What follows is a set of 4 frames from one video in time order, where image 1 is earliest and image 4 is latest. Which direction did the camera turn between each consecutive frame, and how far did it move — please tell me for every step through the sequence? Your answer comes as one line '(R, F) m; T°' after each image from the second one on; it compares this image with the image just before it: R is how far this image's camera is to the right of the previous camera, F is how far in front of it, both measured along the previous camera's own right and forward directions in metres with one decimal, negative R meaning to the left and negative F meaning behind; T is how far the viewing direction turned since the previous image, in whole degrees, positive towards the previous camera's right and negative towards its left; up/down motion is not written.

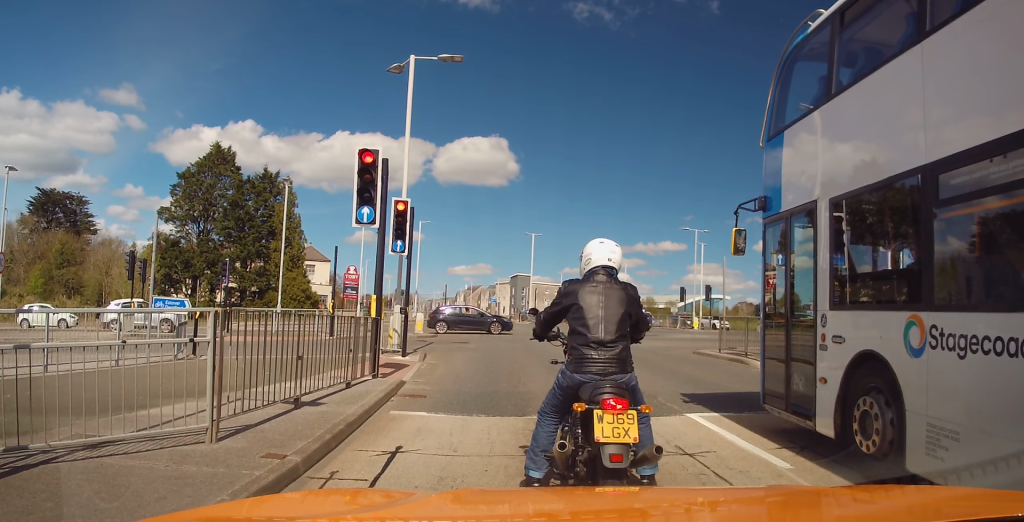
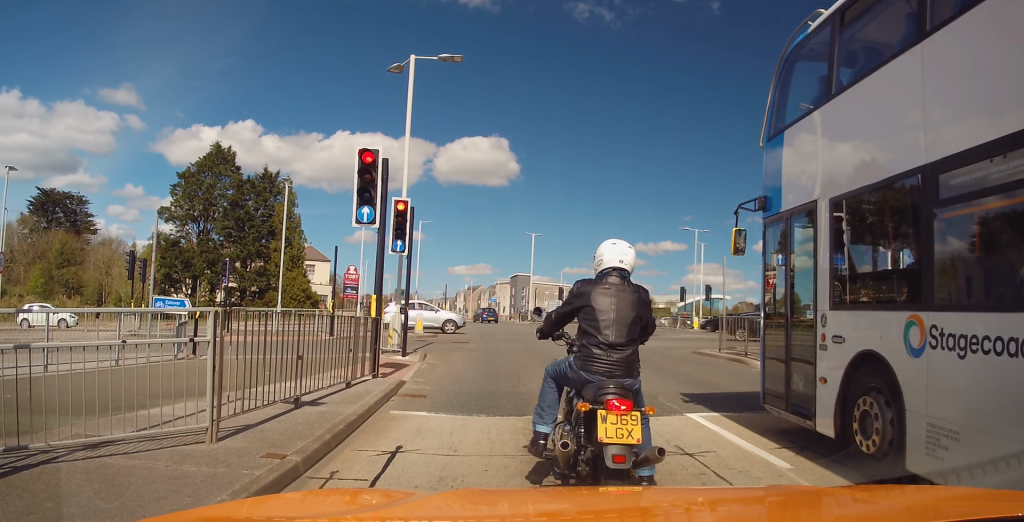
(0.0, 0.0) m; 0°
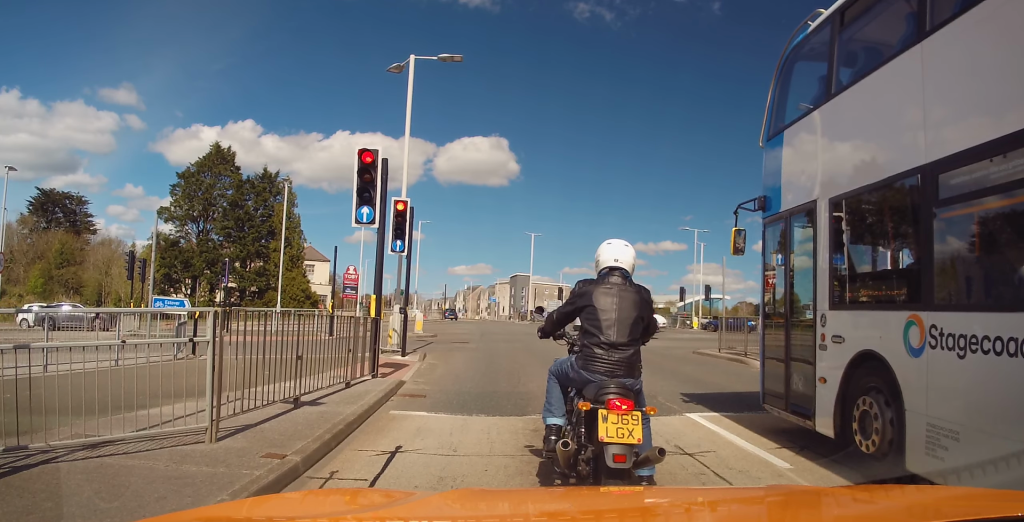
(0.0, 0.0) m; 0°
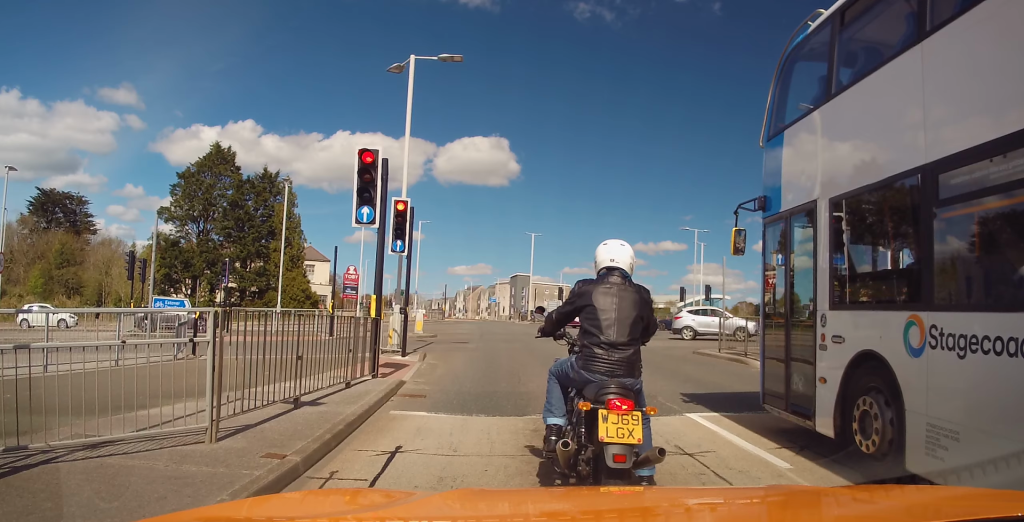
(0.0, 0.0) m; 0°
